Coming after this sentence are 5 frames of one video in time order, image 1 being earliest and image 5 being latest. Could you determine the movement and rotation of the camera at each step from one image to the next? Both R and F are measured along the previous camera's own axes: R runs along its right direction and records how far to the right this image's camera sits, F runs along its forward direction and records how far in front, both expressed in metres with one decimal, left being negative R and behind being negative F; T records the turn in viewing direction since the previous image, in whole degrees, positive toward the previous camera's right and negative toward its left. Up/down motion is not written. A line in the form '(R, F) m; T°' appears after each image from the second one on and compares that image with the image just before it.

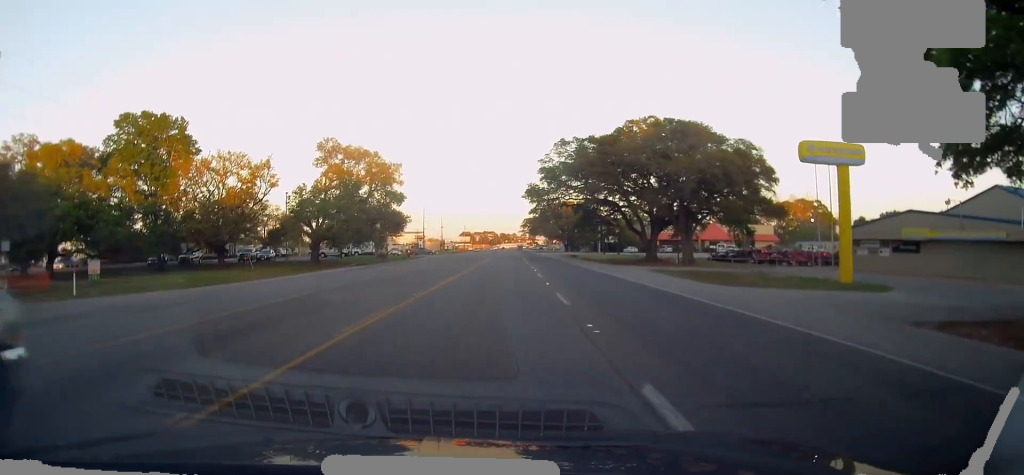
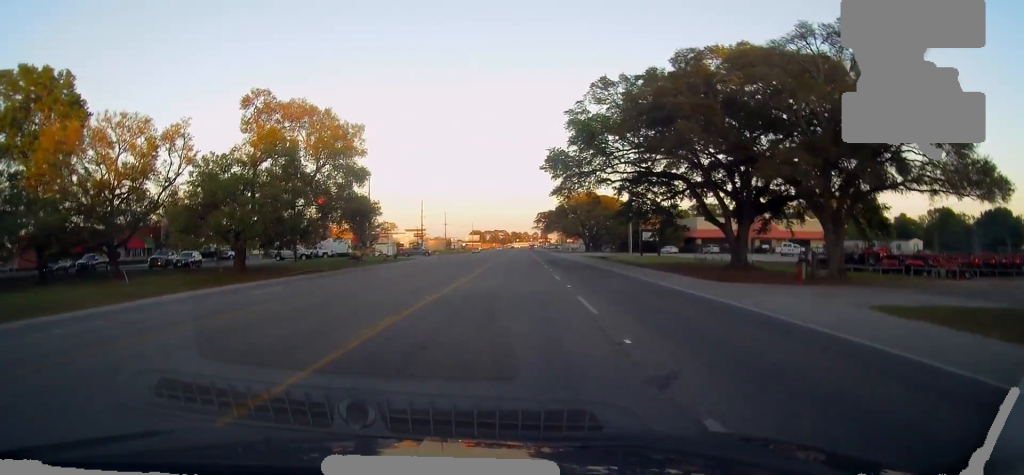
(-0.2, +25.0) m; -1°
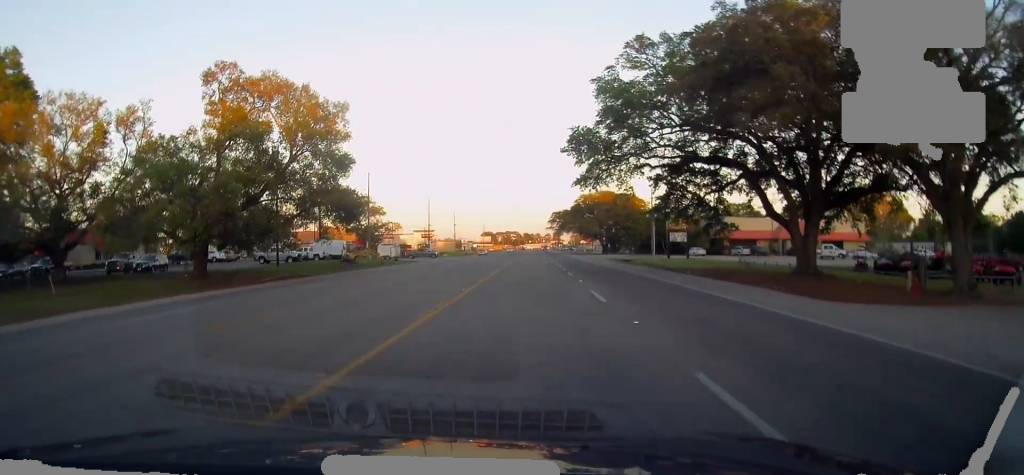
(-0.1, +9.5) m; -1°
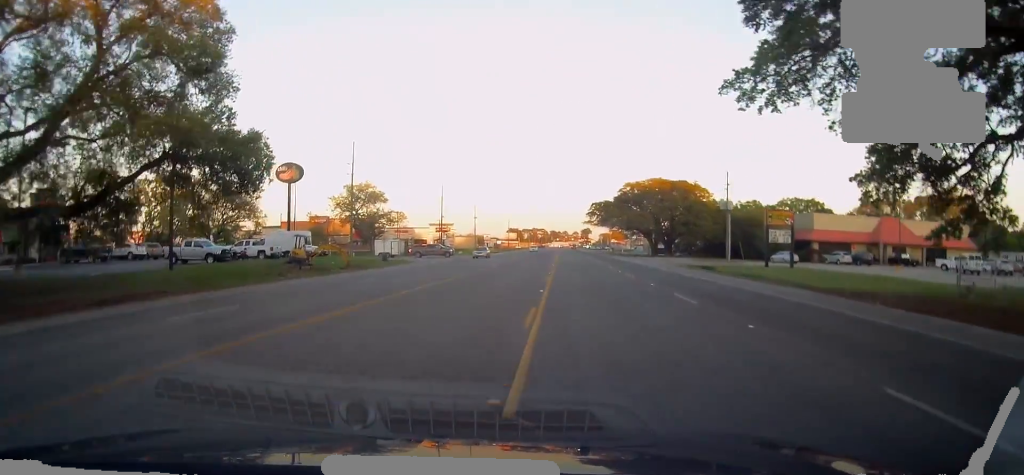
(-0.4, +25.6) m; -2°
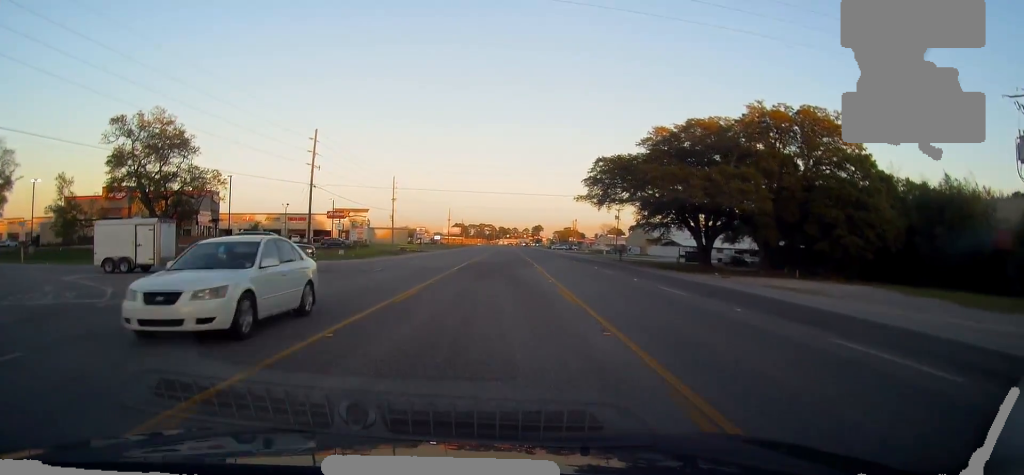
(+0.5, +59.4) m; +2°
